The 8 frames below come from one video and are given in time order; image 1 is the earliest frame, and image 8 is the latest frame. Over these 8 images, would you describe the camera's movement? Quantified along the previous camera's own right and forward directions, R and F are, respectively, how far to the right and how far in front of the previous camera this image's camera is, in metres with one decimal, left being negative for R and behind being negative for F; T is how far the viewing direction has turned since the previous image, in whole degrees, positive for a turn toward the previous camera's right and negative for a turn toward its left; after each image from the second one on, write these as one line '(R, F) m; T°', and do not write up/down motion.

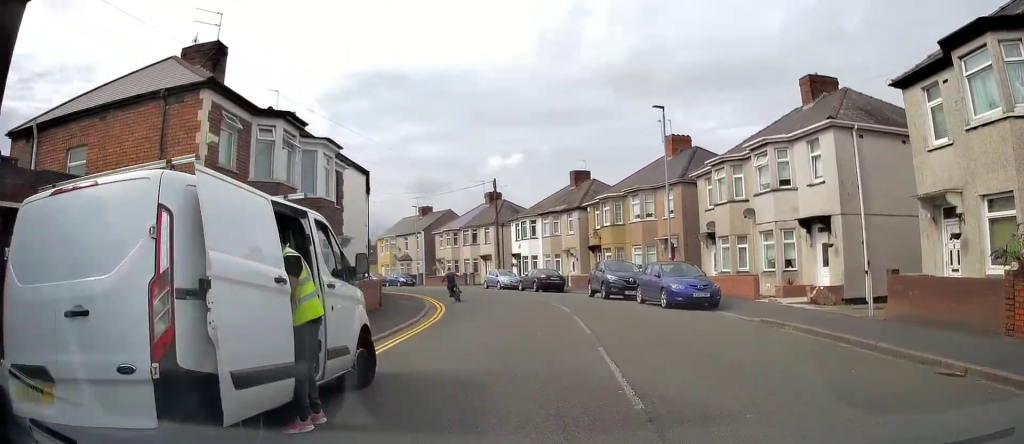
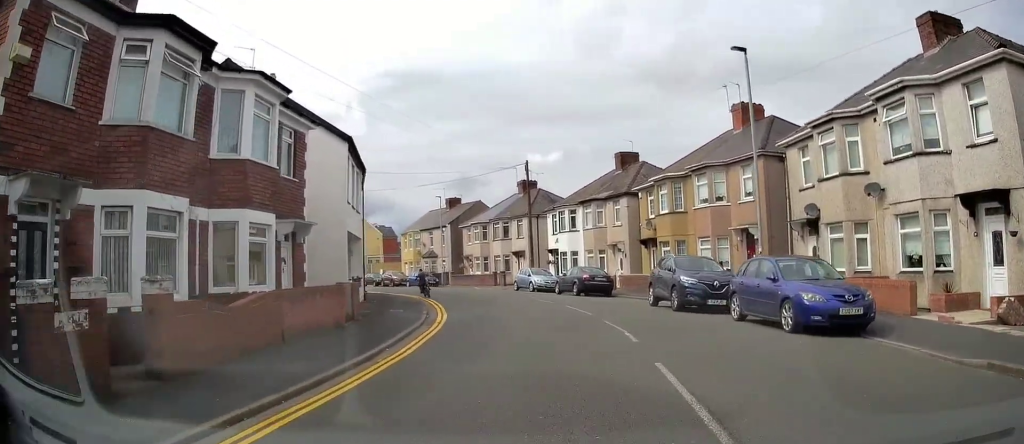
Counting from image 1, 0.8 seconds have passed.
(-0.3, +7.3) m; -3°
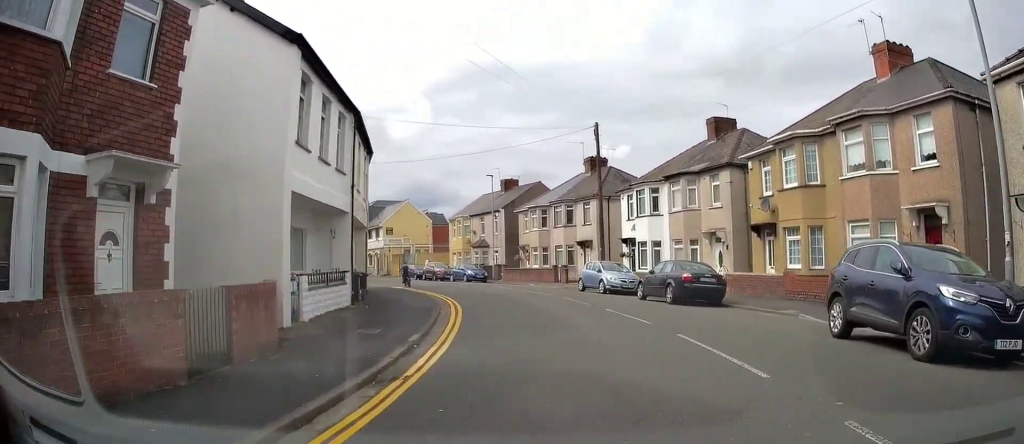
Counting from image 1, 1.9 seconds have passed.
(-0.1, +9.1) m; -6°
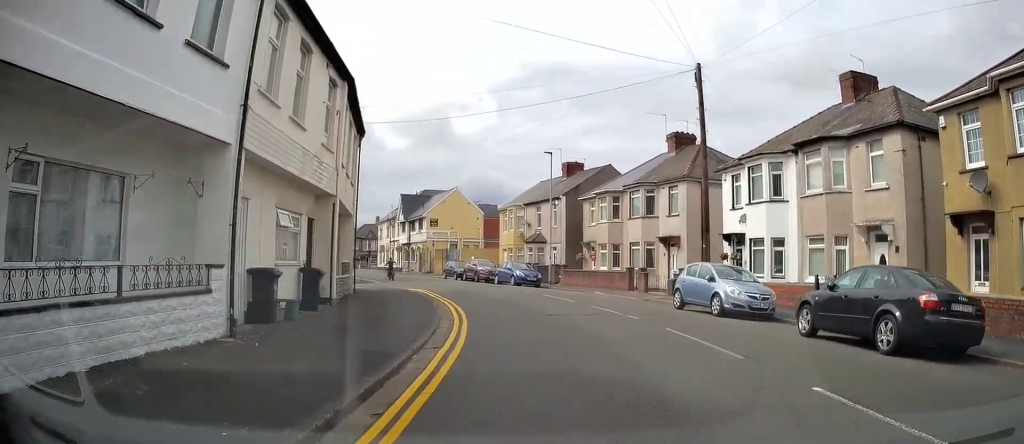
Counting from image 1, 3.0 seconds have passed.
(-0.9, +9.8) m; -7°
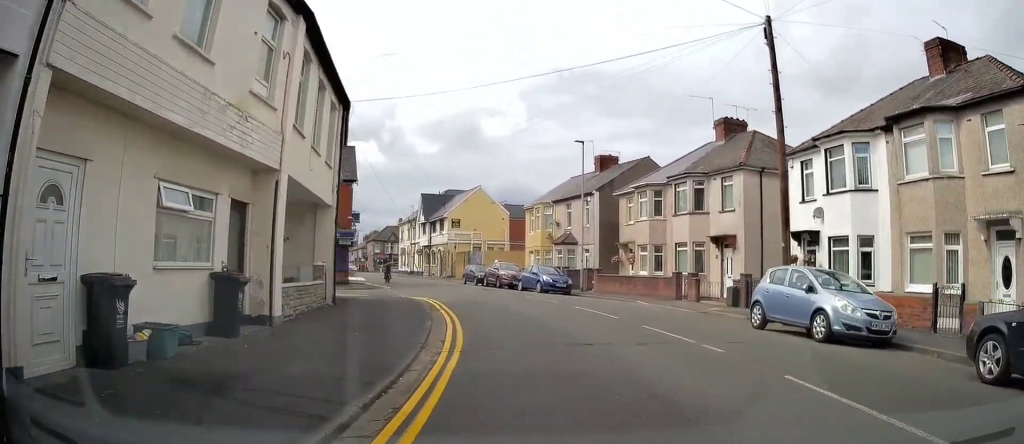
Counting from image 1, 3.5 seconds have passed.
(+0.1, +4.8) m; -3°
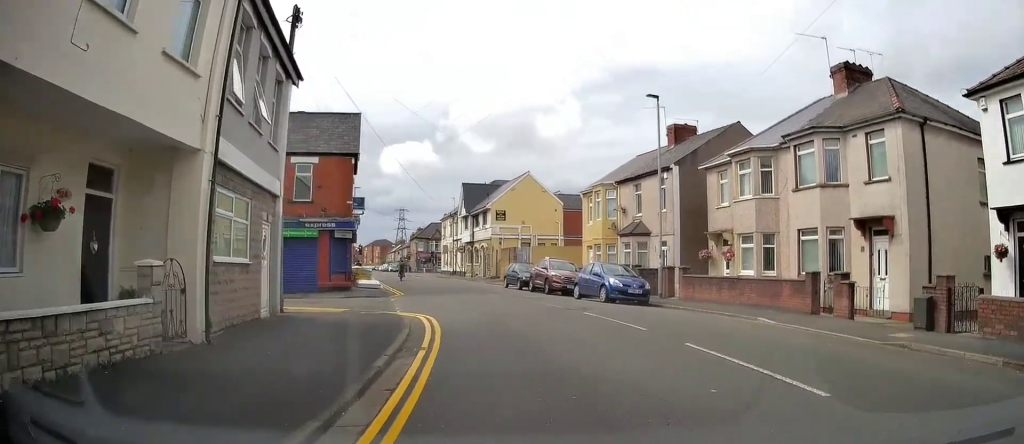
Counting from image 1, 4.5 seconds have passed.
(-0.7, +8.9) m; -6°
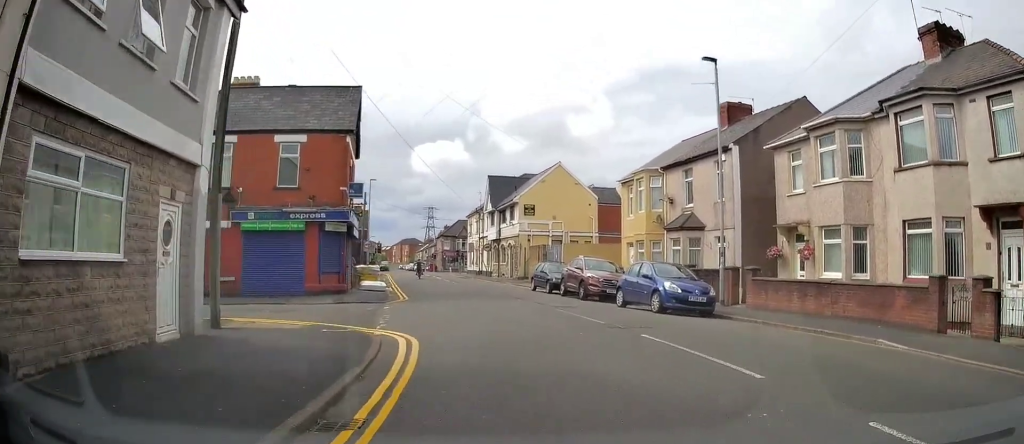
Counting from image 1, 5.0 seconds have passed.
(-0.1, +4.8) m; -3°
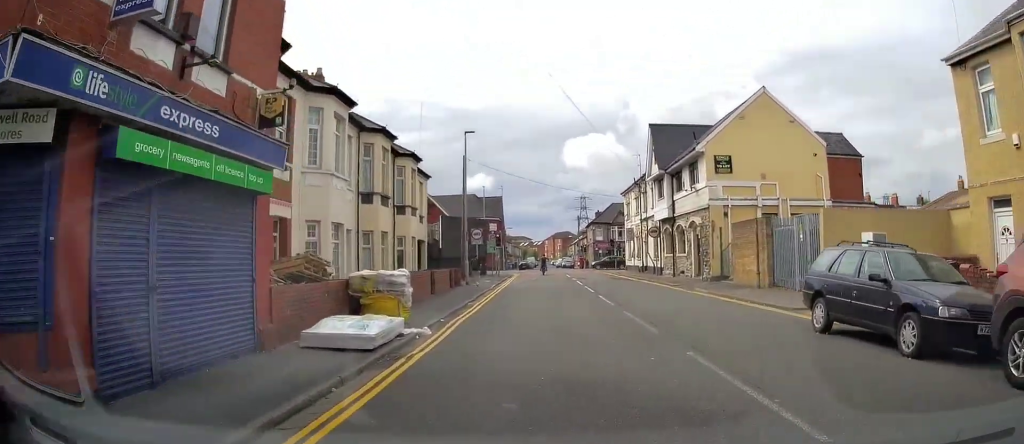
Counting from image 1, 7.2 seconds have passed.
(-2.1, +19.3) m; -13°
